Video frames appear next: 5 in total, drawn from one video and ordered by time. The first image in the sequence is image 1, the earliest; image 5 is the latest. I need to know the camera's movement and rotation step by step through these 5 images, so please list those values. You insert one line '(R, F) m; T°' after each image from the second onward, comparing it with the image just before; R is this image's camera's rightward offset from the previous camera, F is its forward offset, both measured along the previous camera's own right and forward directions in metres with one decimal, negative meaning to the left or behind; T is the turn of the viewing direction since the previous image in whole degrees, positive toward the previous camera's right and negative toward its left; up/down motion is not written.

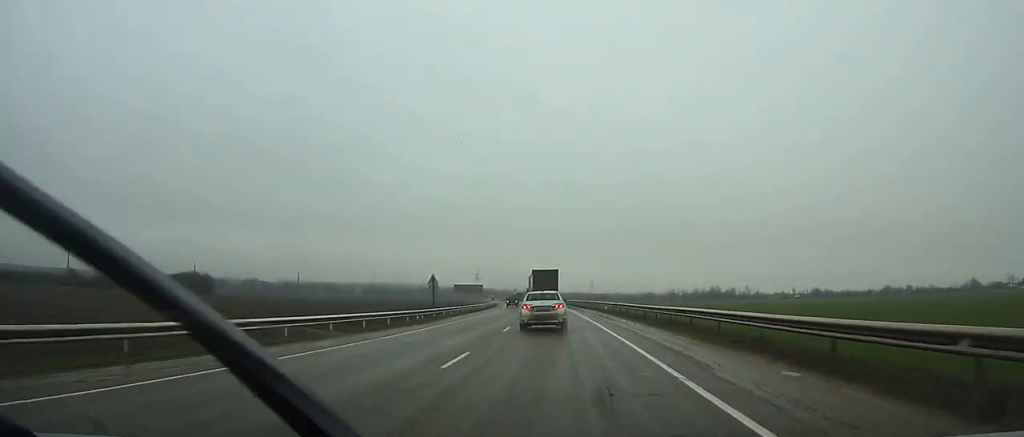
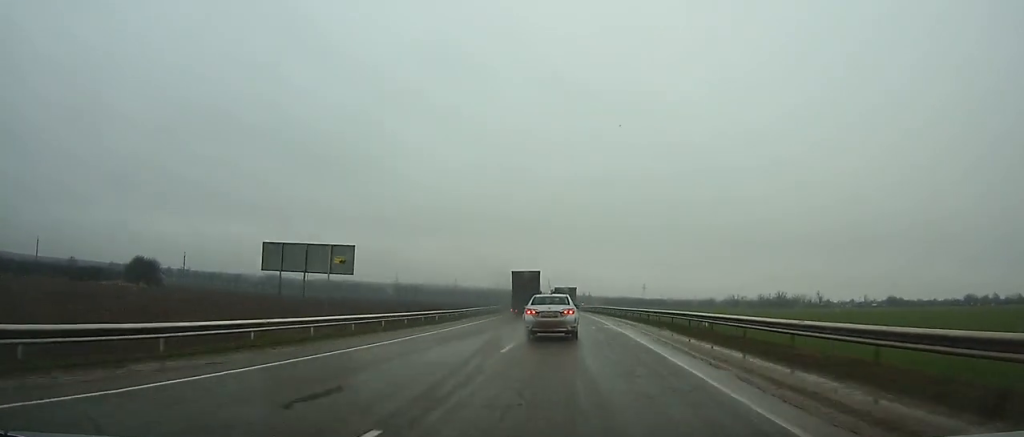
(-1.9, +67.9) m; -3°
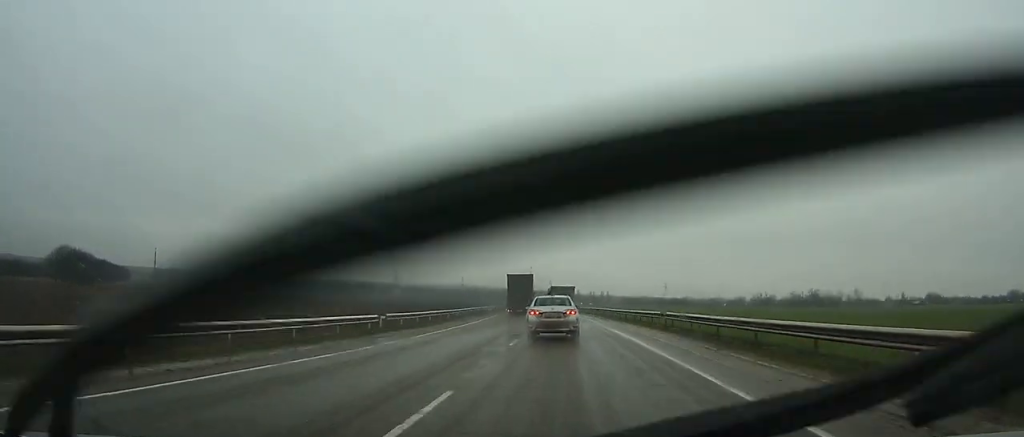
(-1.1, +46.1) m; -3°
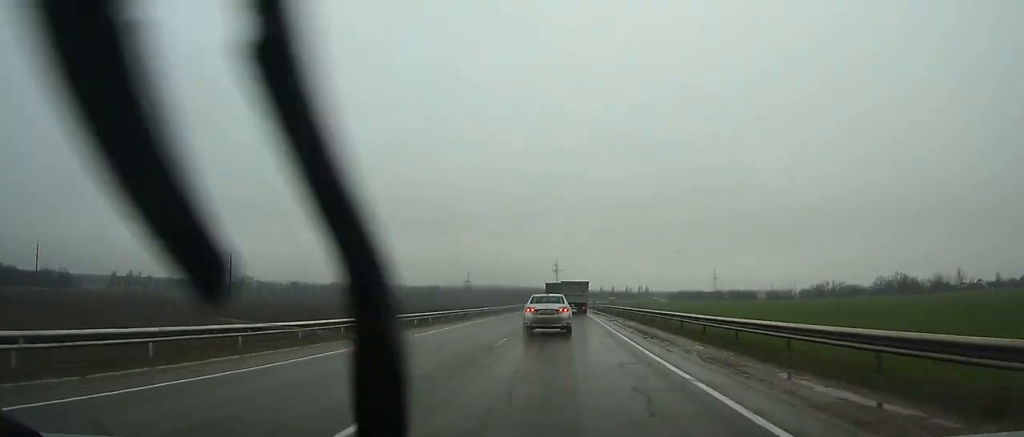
(-2.5, +107.7) m; -2°
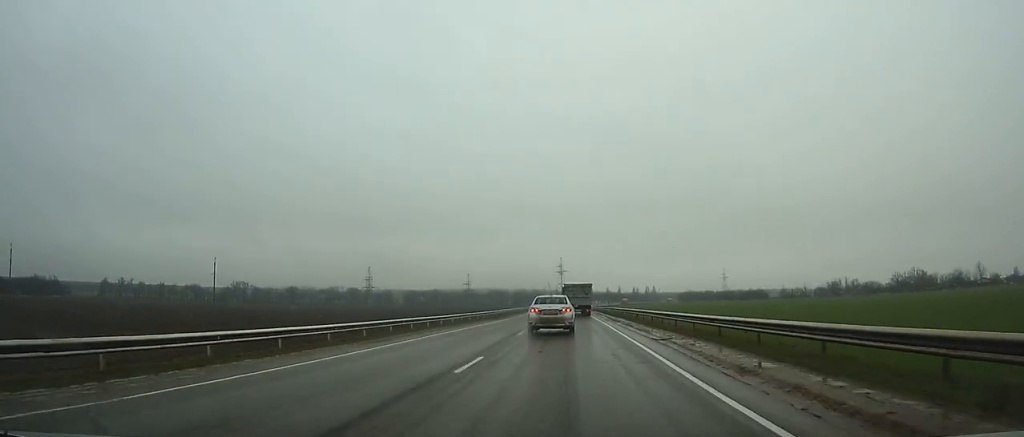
(0.0, +18.4) m; 0°
